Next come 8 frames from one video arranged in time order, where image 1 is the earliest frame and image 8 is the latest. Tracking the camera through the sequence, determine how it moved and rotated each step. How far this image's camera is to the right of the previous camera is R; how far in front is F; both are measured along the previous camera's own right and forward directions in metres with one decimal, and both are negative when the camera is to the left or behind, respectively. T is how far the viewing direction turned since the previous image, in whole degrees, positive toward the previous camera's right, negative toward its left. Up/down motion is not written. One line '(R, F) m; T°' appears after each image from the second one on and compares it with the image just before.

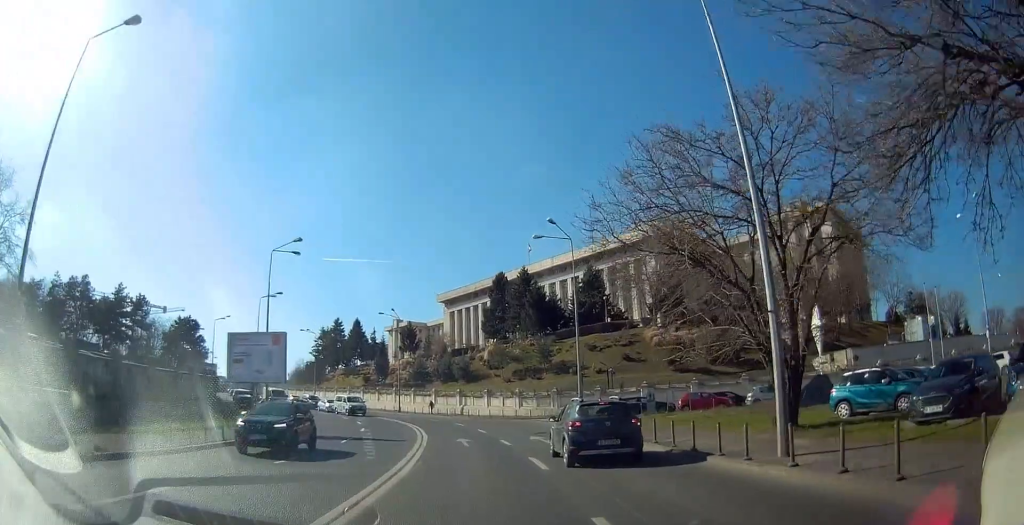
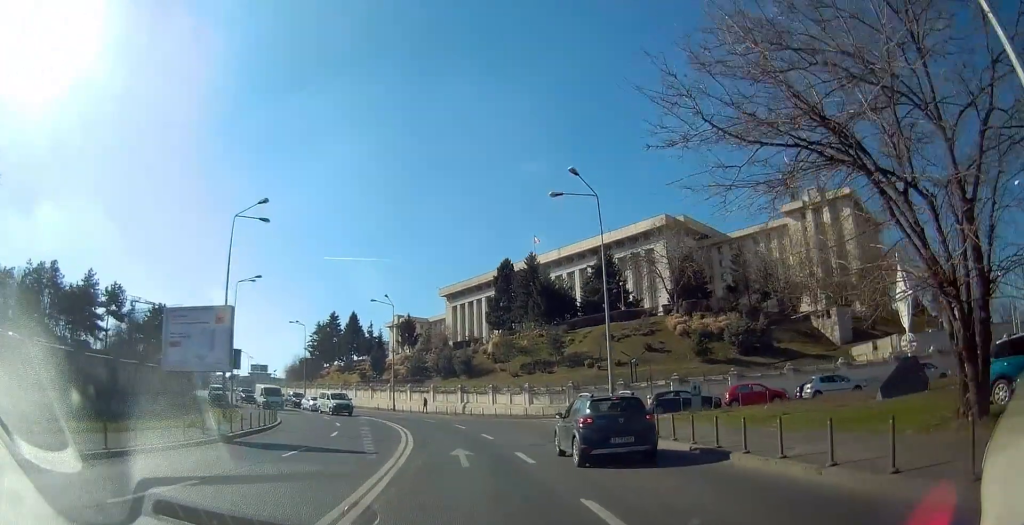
(0.0, +7.3) m; -1°
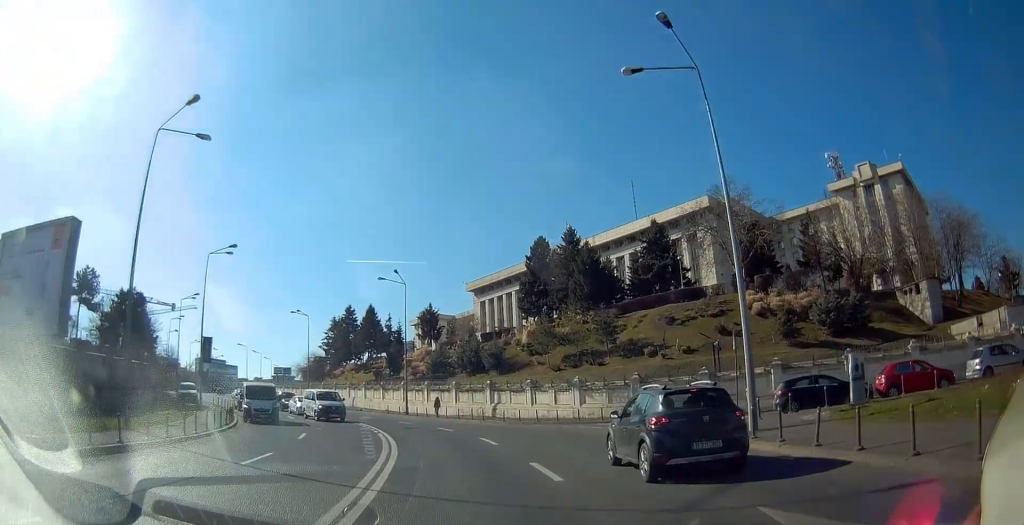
(-0.2, +12.2) m; -6°
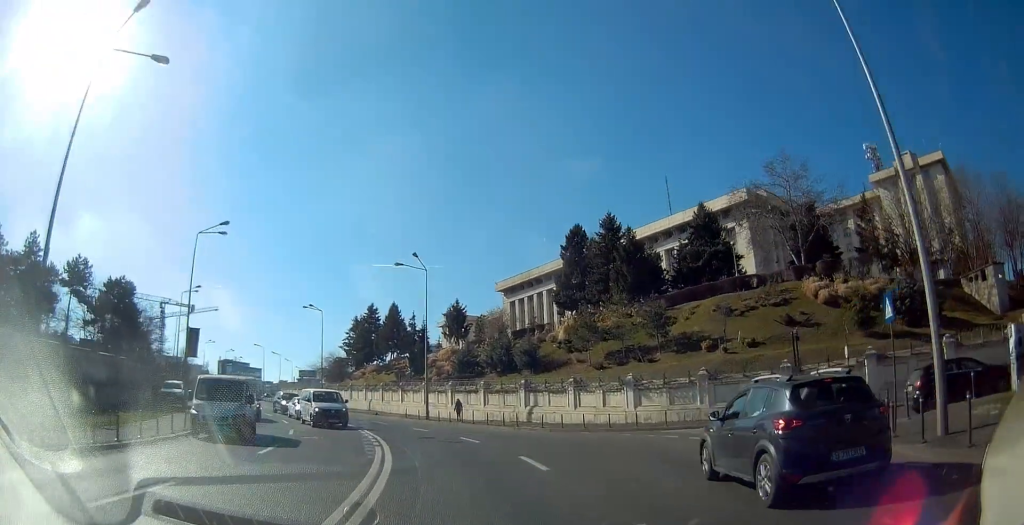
(-0.5, +7.0) m; -4°
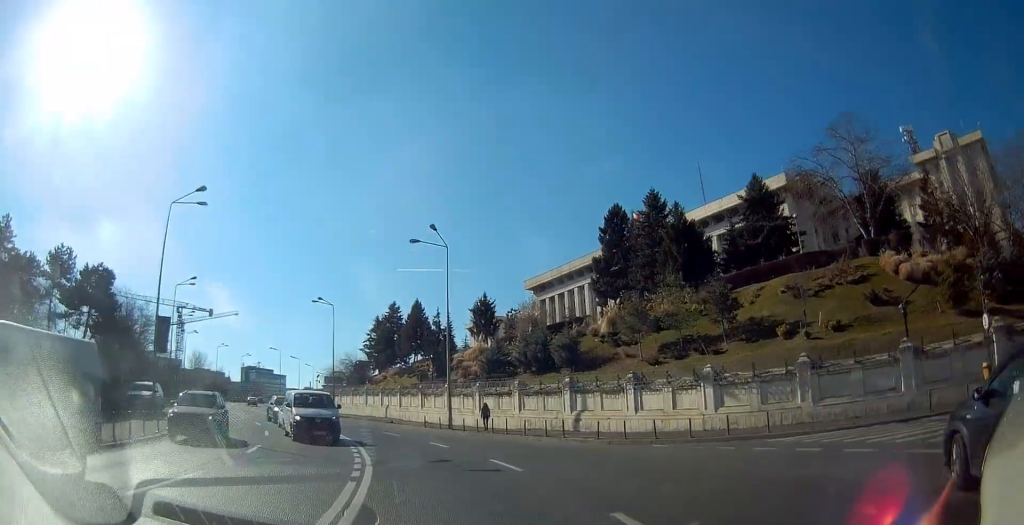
(-0.3, +7.9) m; -4°
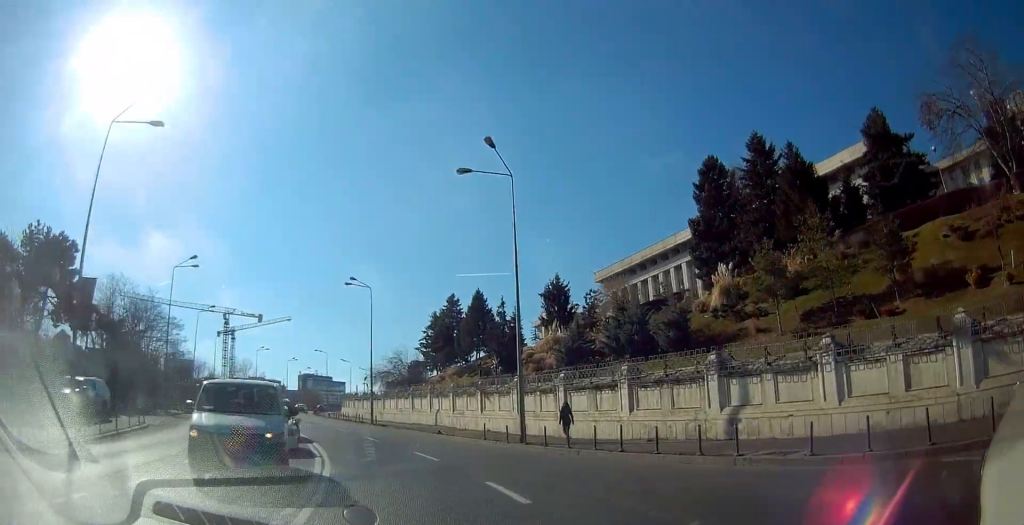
(-0.5, +12.9) m; -6°
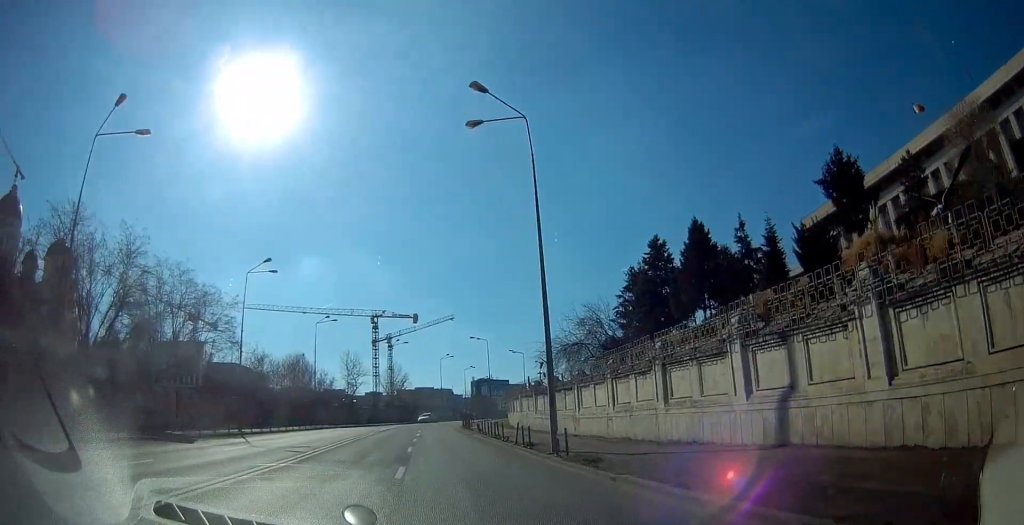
(-5.0, +30.5) m; -18°
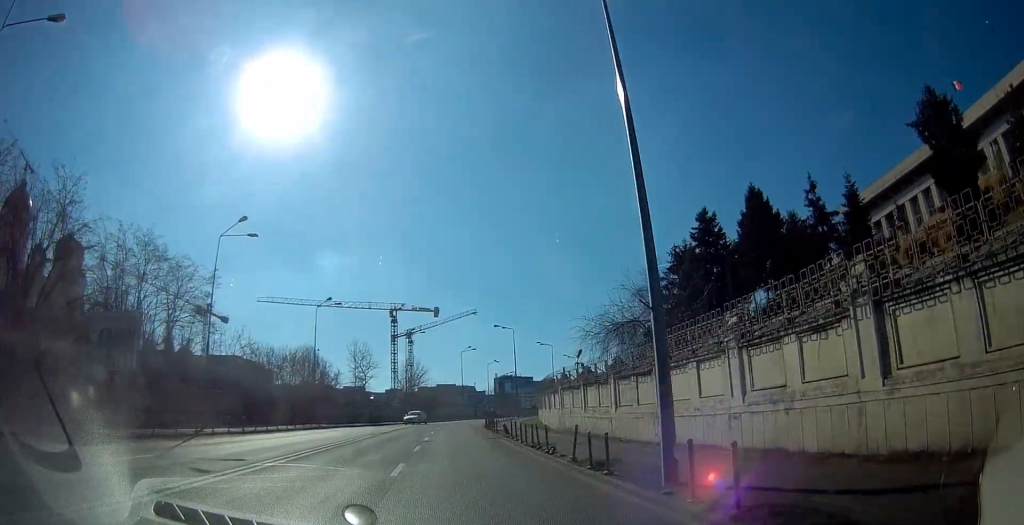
(-0.3, +9.4) m; -2°
